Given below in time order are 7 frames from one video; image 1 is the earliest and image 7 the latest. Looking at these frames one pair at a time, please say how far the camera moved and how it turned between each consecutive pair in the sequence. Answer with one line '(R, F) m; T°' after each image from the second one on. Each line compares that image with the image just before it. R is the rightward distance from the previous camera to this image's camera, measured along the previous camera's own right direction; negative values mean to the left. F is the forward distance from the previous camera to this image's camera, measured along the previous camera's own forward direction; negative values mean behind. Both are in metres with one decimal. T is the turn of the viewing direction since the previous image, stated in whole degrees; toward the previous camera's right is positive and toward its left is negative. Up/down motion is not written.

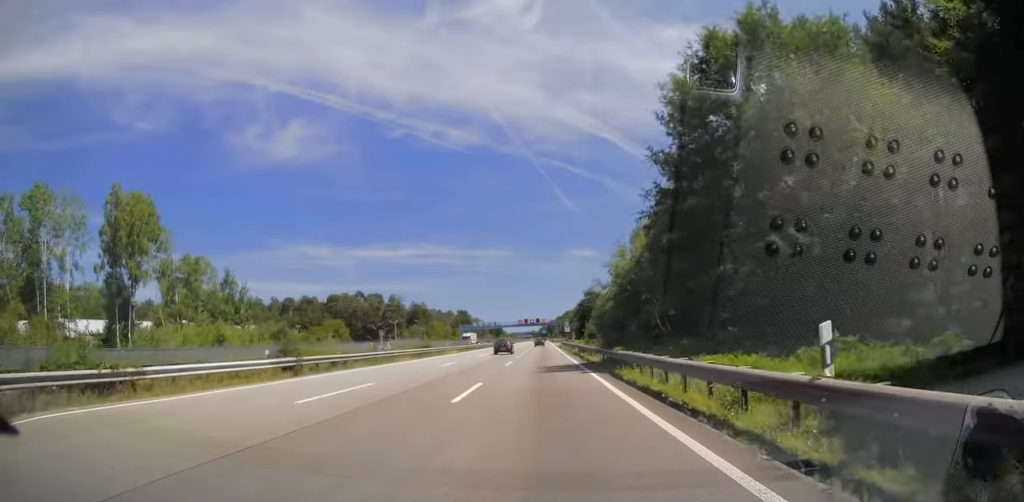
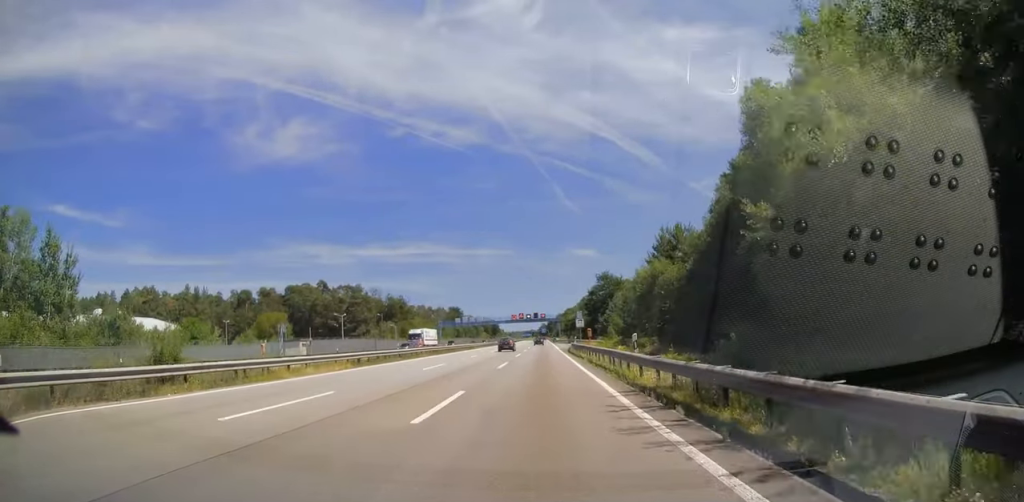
(+0.2, +39.5) m; 0°
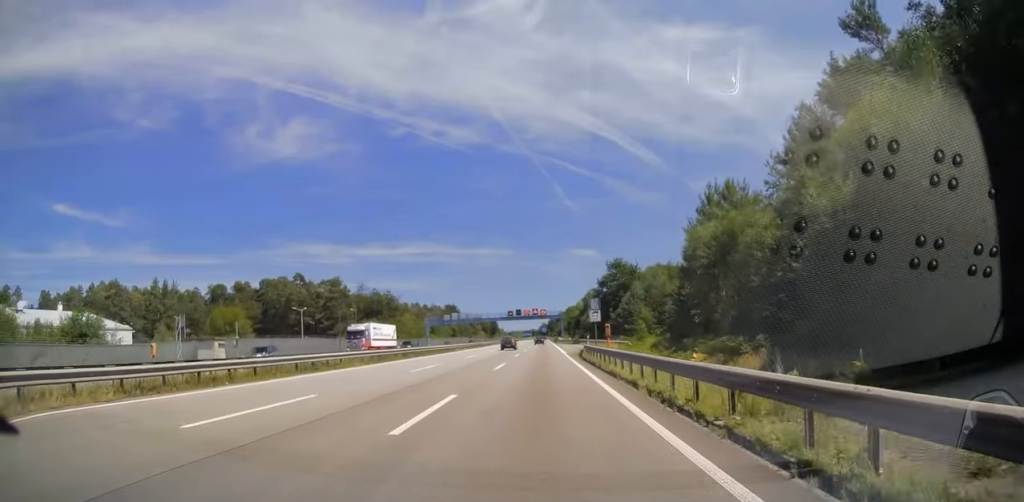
(-0.2, +19.2) m; 0°
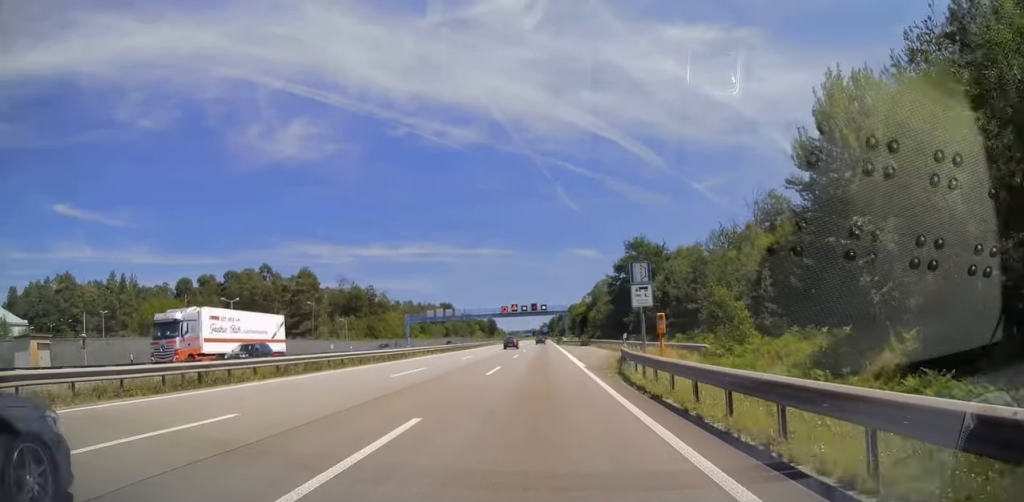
(+0.3, +22.1) m; 0°
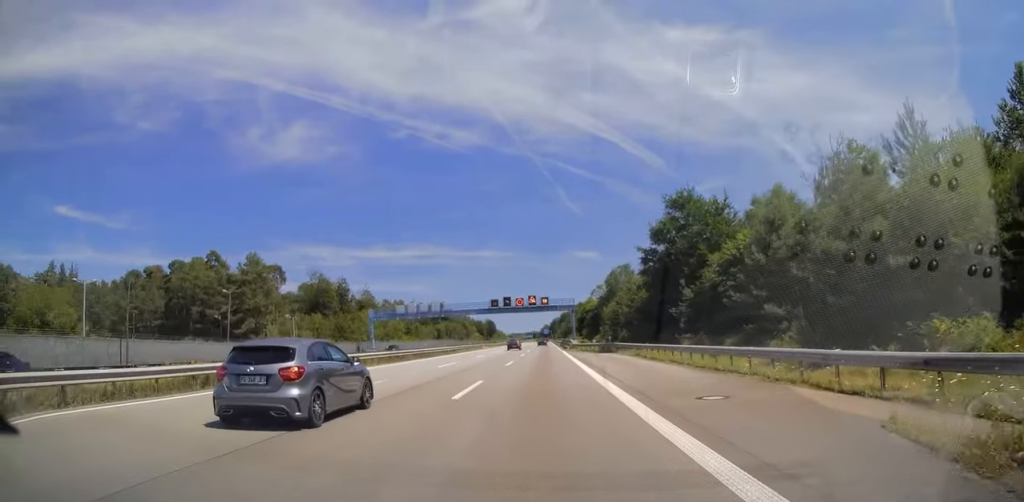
(-0.3, +26.5) m; -1°
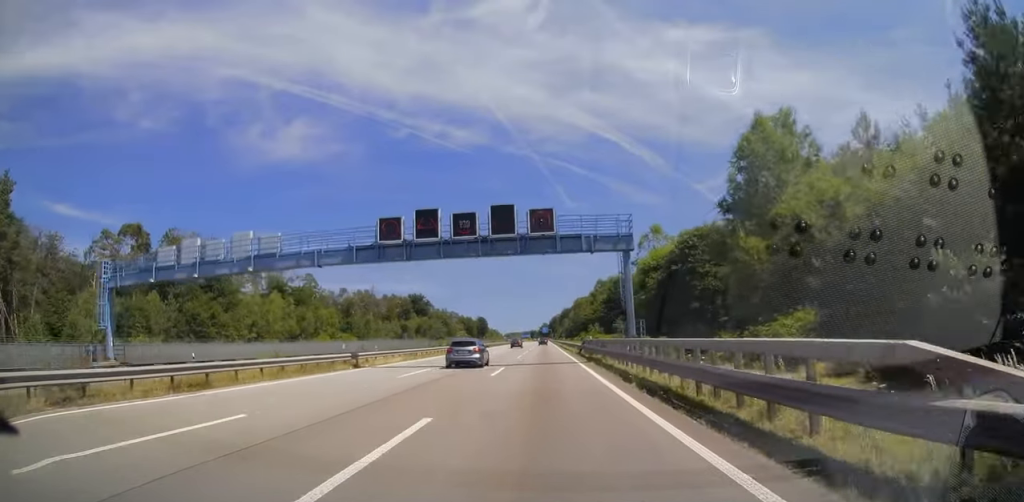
(+0.6, +63.3) m; +1°
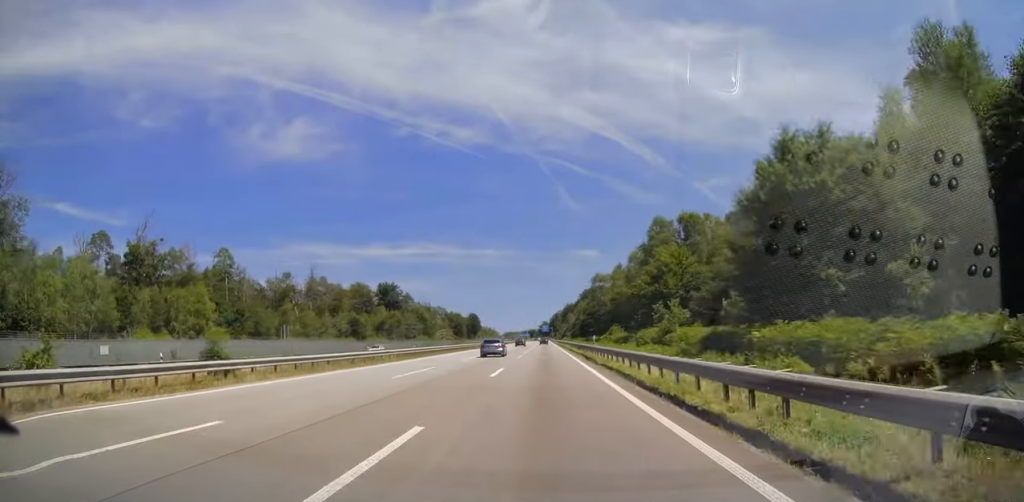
(-0.2, +55.0) m; 0°
